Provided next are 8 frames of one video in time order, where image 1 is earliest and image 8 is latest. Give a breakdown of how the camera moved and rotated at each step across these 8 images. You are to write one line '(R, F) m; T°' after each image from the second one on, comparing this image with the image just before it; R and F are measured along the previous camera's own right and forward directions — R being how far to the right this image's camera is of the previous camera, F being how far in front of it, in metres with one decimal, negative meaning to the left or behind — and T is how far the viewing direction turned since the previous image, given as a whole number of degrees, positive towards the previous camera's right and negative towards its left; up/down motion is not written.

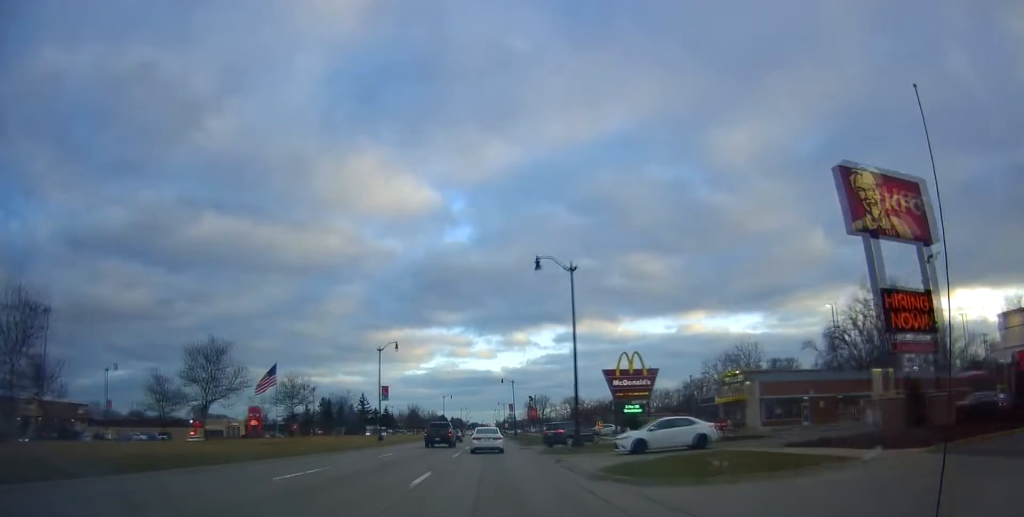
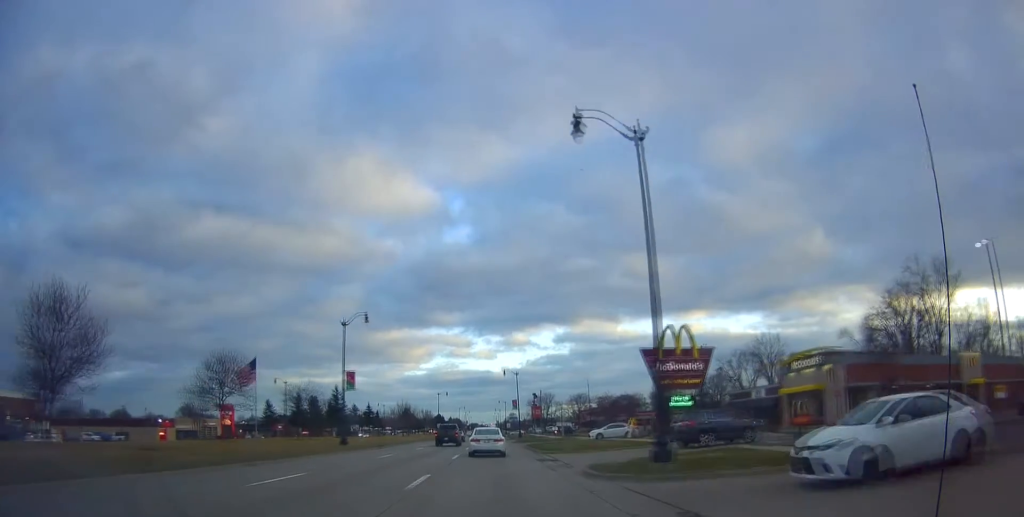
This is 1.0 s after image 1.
(+0.3, +16.6) m; 0°
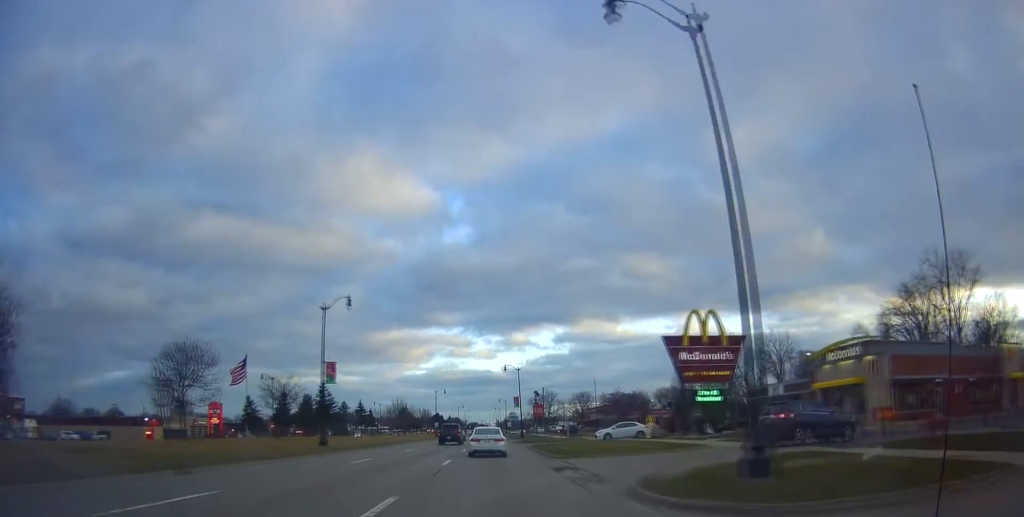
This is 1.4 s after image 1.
(+0.1, +6.2) m; -1°
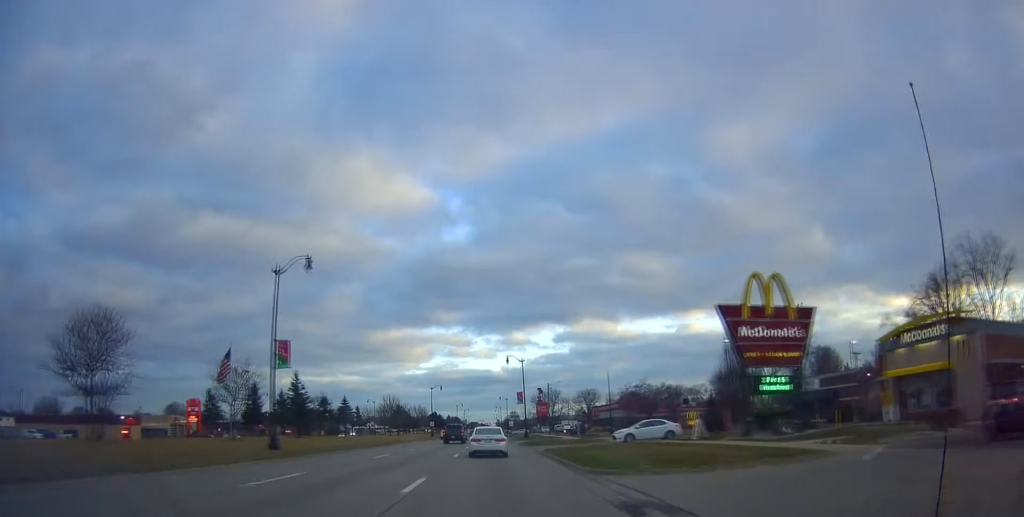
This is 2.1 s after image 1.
(-0.3, +10.2) m; 0°
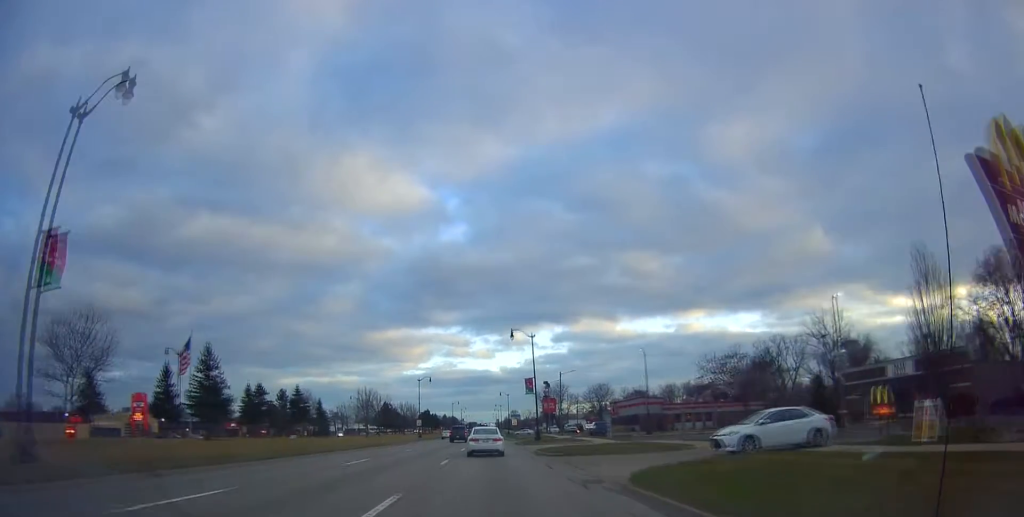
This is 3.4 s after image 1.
(+0.2, +20.1) m; -1°
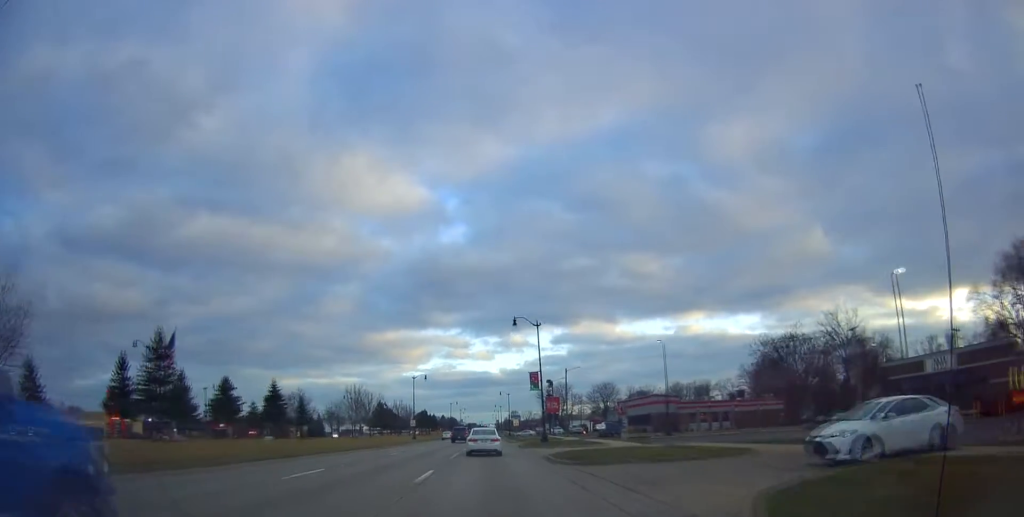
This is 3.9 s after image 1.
(-0.3, +7.0) m; 0°
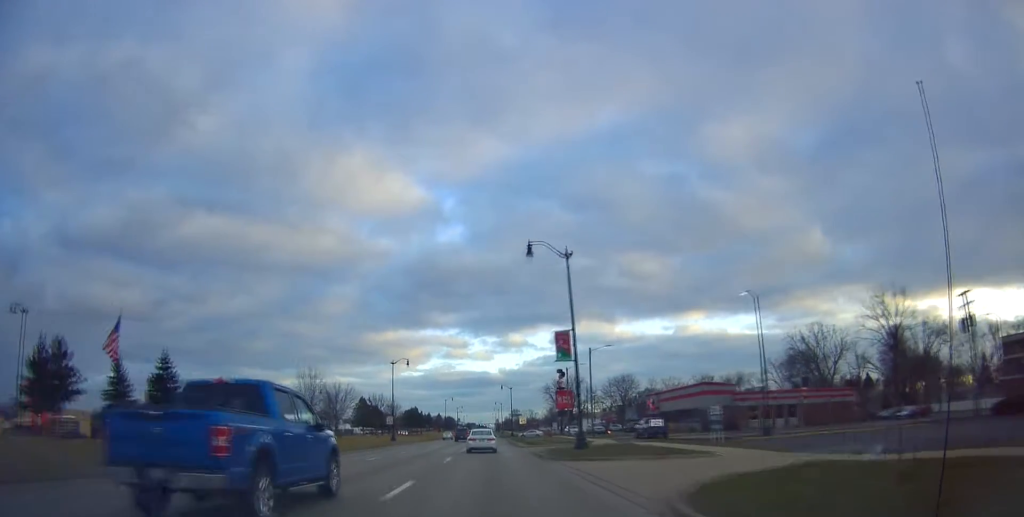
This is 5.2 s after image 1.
(+0.2, +19.9) m; 0°
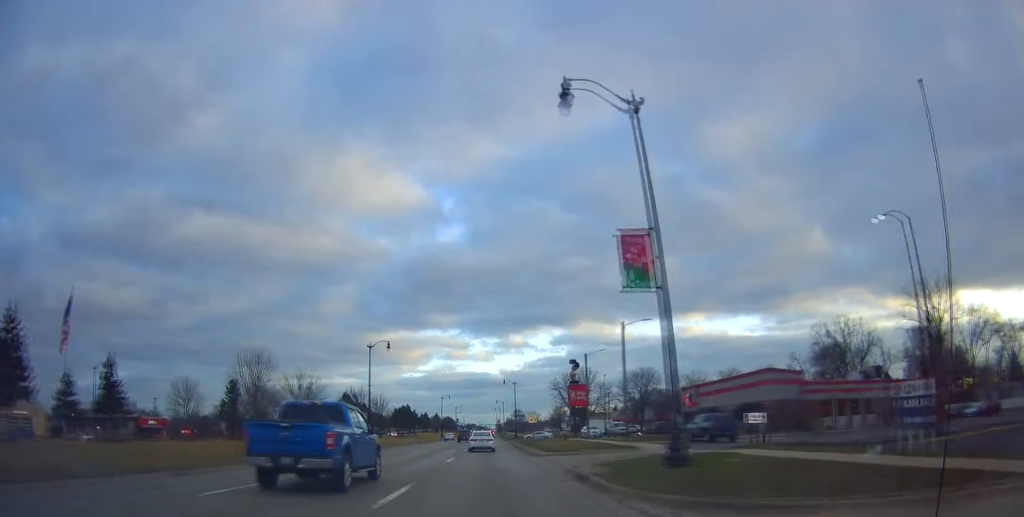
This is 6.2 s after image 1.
(-0.4, +14.7) m; 0°
